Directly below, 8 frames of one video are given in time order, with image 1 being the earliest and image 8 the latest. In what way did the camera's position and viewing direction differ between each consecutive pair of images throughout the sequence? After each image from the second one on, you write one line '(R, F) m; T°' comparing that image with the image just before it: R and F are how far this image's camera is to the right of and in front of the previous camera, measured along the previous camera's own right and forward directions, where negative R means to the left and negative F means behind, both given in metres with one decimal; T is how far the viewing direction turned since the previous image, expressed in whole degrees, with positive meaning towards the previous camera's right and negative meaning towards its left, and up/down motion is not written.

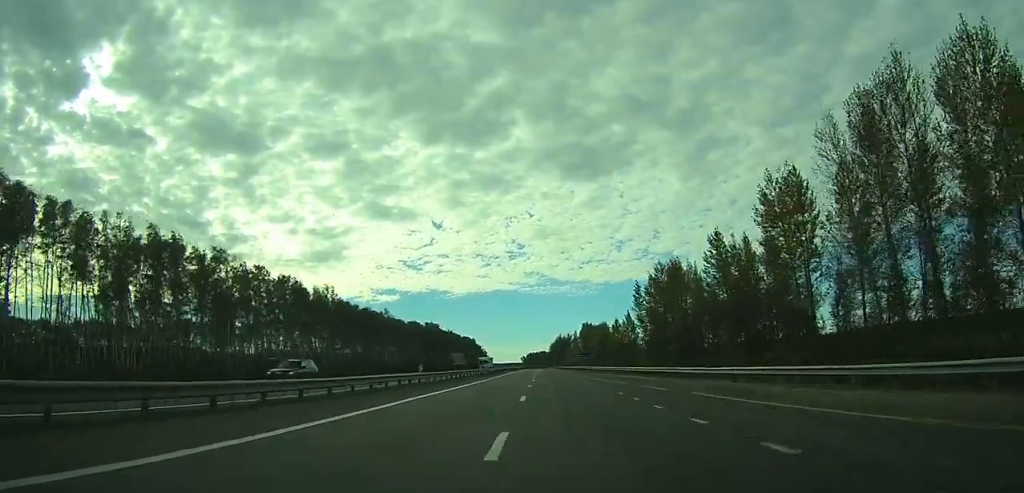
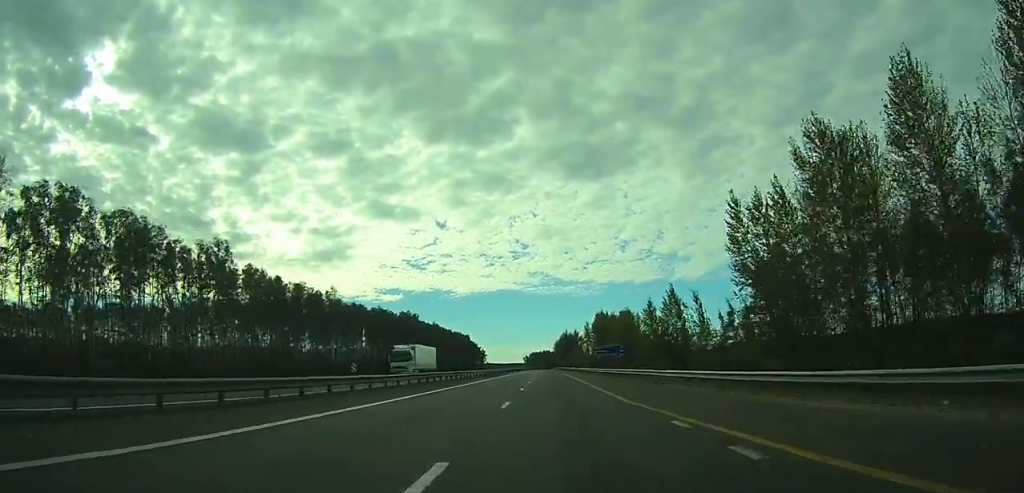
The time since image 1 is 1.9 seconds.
(-0.2, +52.5) m; 0°
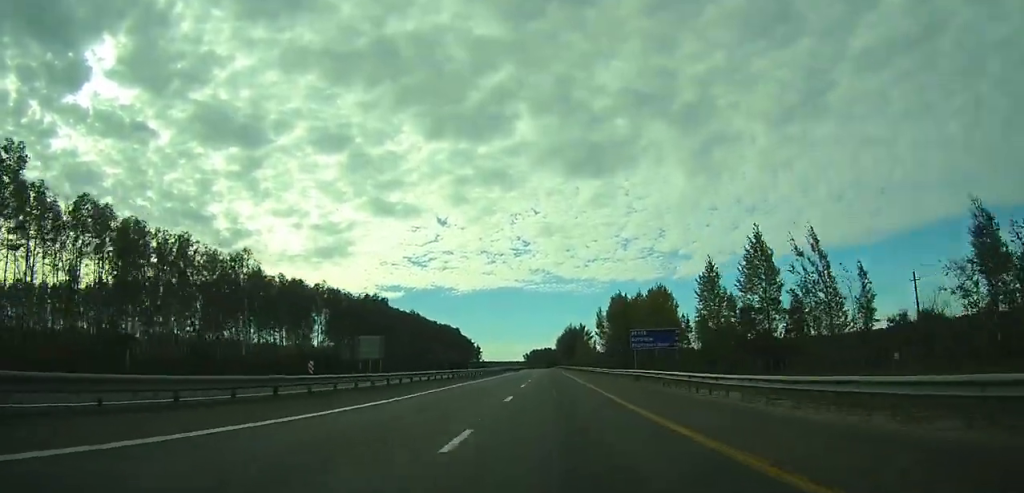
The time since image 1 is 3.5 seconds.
(-0.1, +44.5) m; 0°
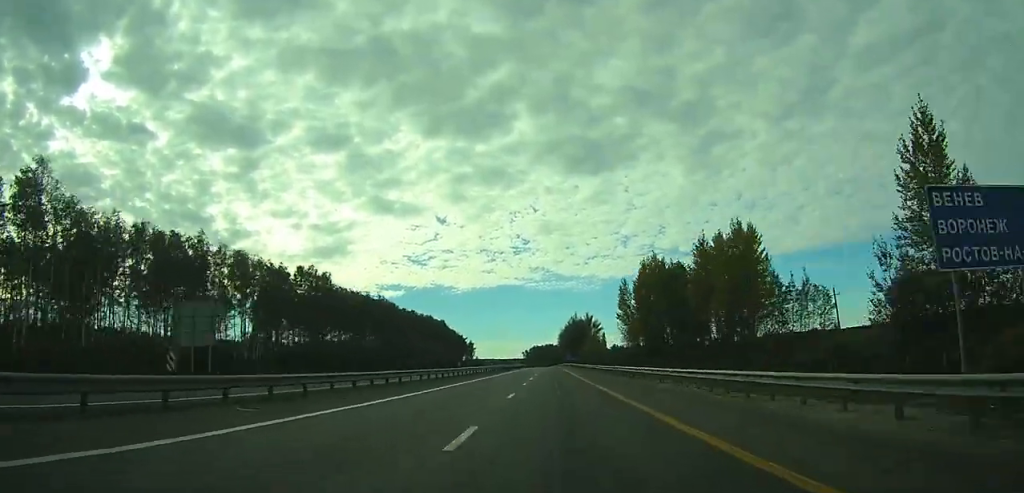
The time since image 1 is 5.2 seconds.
(0.0, +48.1) m; 0°
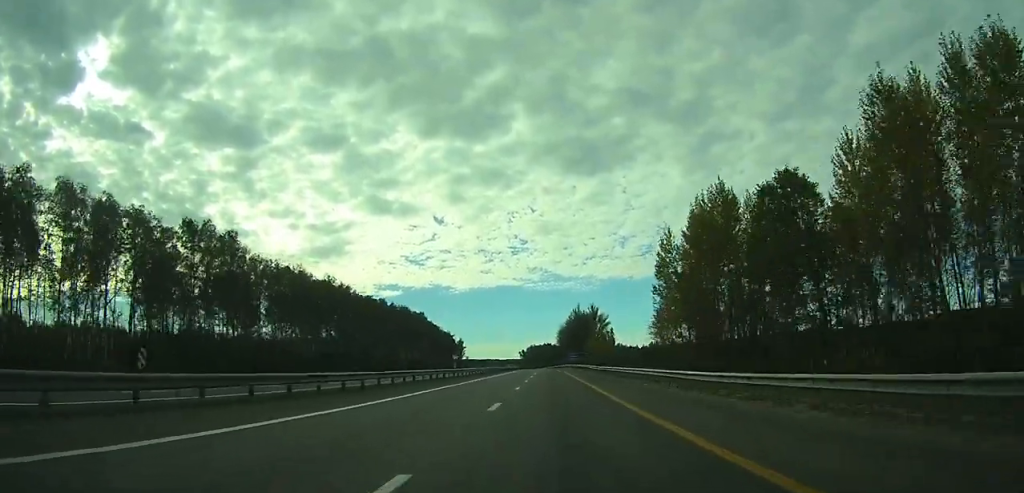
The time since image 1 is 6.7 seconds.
(0.0, +40.7) m; 0°
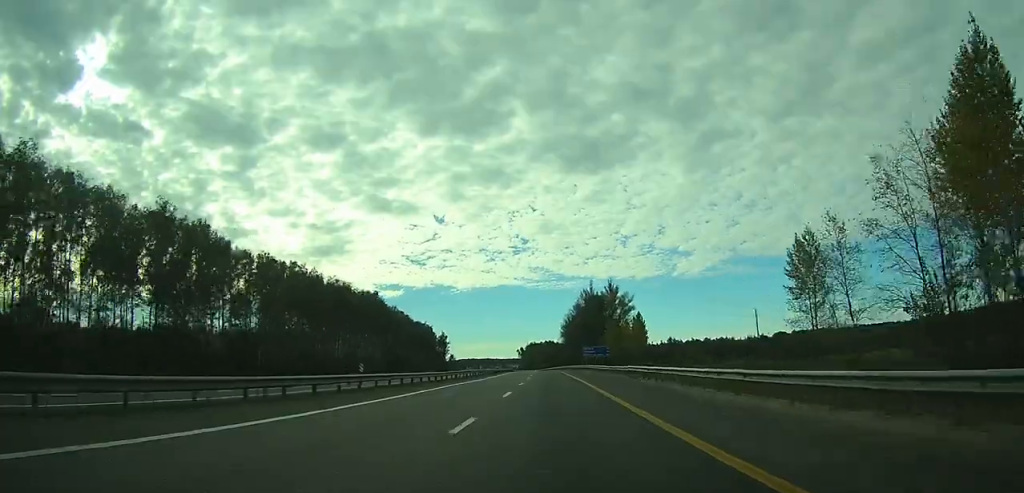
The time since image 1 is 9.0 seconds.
(+0.1, +64.9) m; 0°
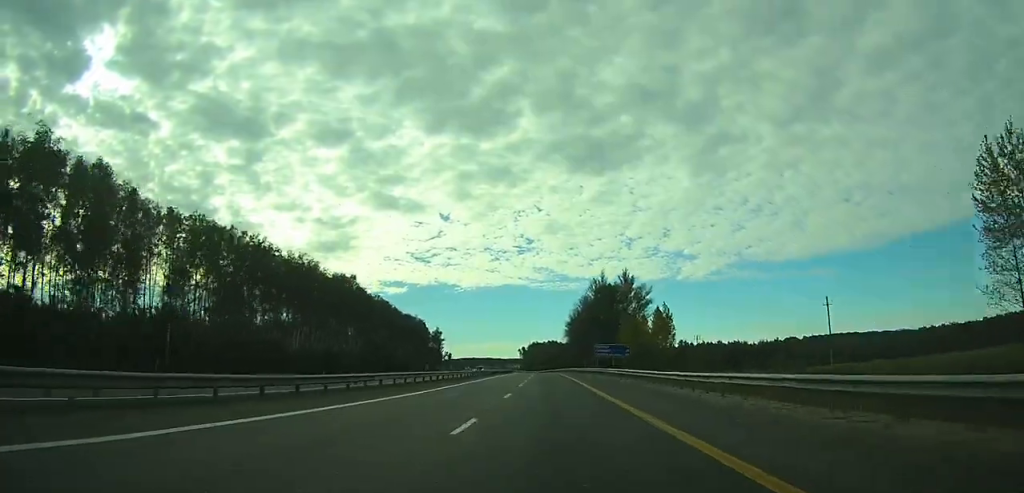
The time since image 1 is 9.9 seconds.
(+0.1, +24.1) m; 0°
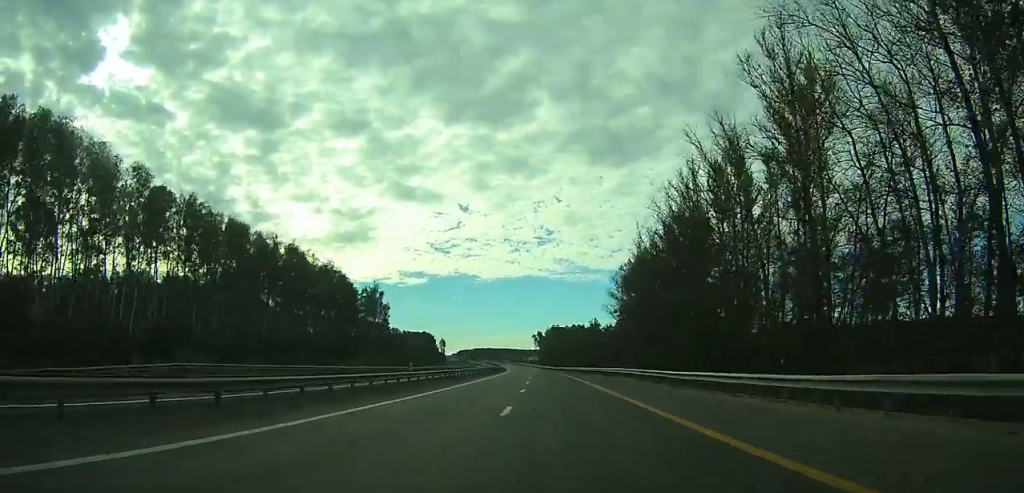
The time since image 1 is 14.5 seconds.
(-2.3, +129.0) m; -2°
